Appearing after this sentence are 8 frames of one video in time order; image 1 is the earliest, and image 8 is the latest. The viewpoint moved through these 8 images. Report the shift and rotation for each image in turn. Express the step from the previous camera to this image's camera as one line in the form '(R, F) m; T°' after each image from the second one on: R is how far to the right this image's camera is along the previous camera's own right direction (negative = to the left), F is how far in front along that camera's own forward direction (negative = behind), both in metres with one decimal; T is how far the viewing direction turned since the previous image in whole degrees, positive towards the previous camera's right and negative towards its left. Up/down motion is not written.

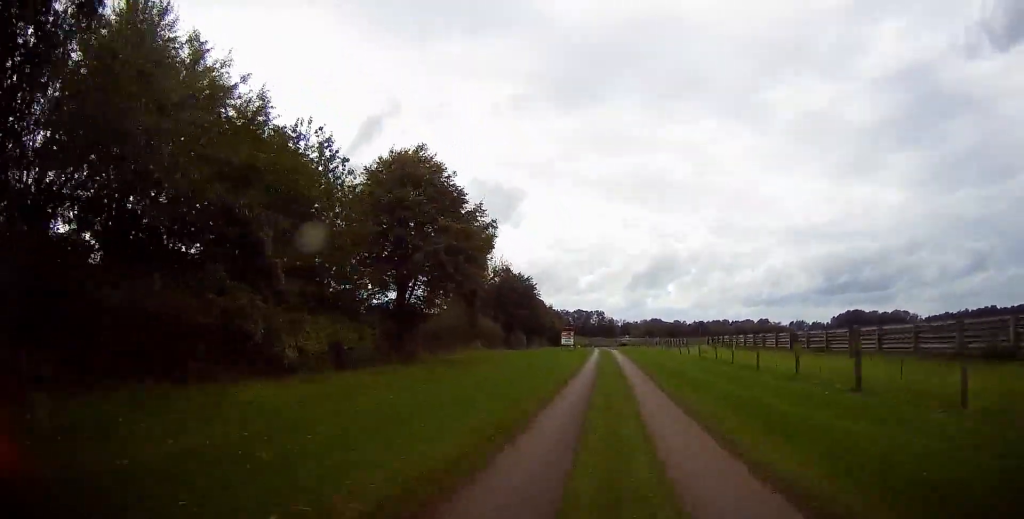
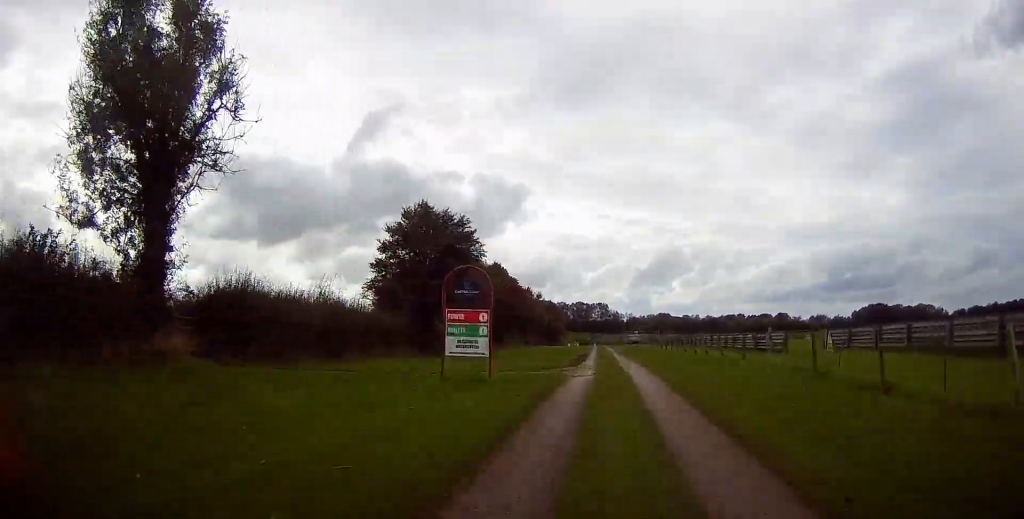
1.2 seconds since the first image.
(0.0, +36.9) m; 0°
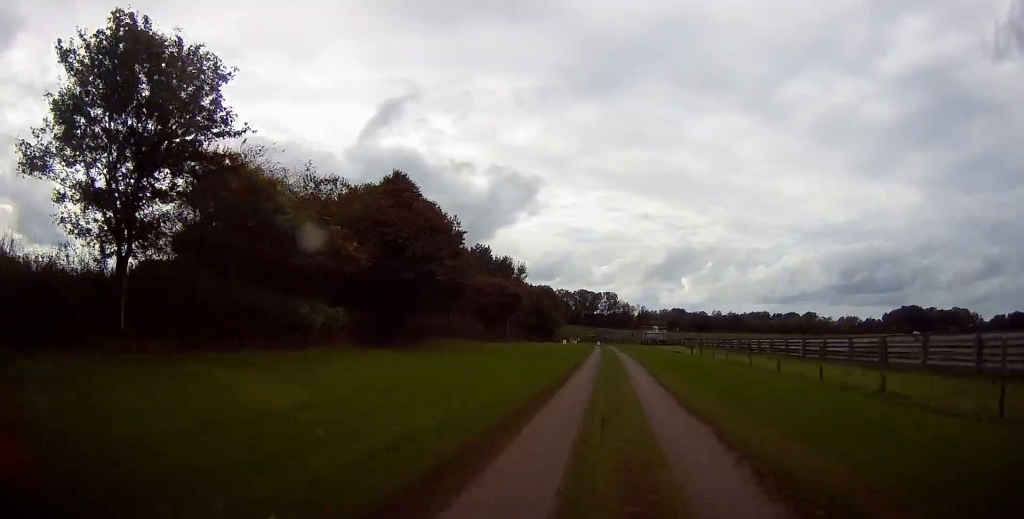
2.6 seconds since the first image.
(-0.1, +42.4) m; 0°
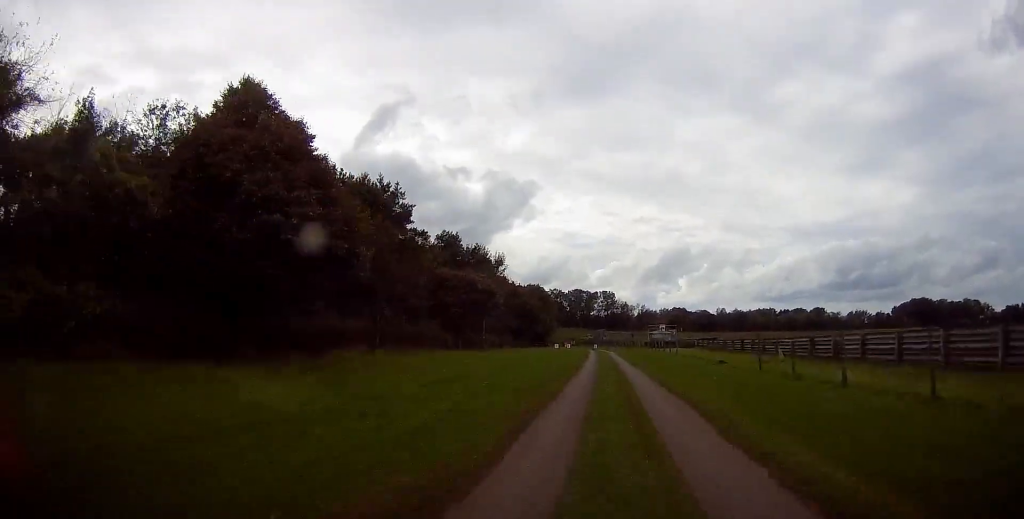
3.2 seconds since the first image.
(0.0, +16.9) m; 0°
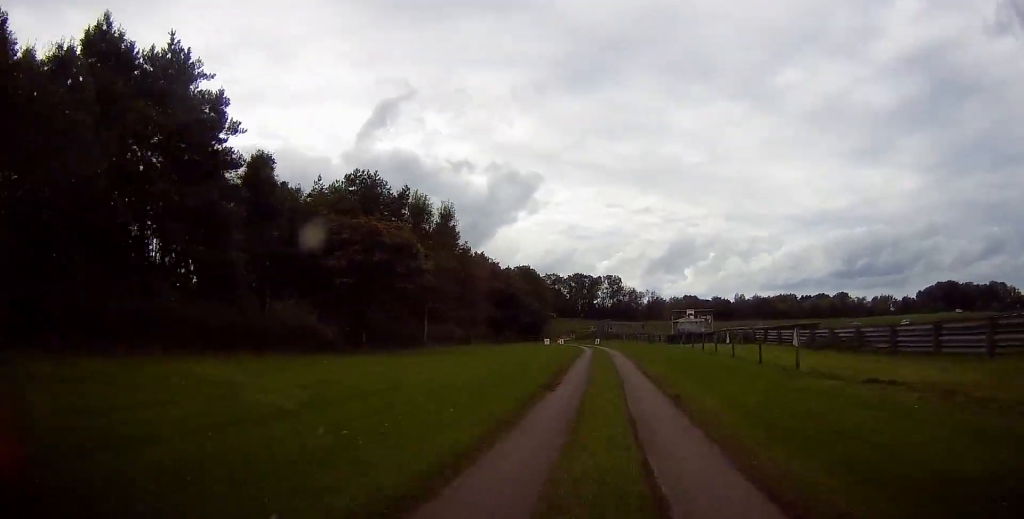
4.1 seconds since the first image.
(0.0, +28.3) m; -1°
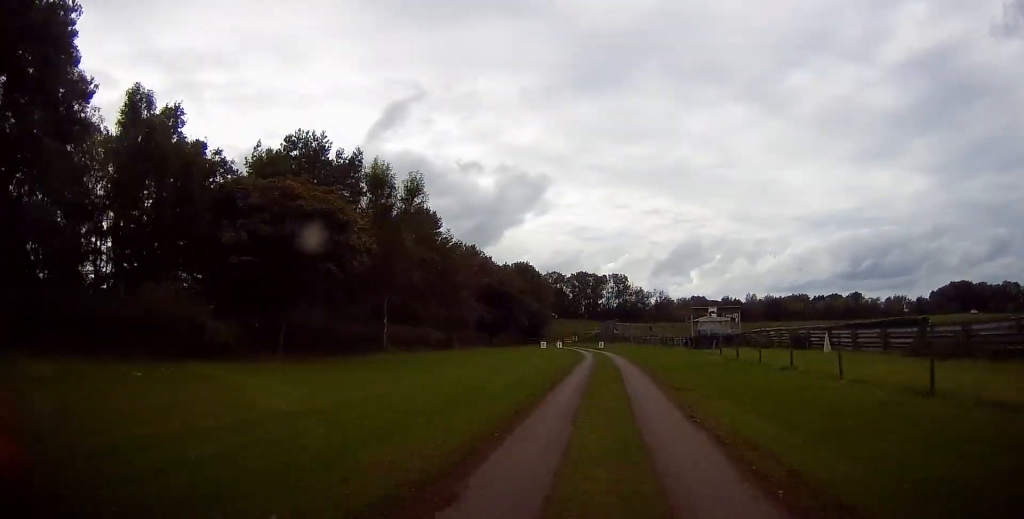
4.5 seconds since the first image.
(-0.3, +11.2) m; -1°
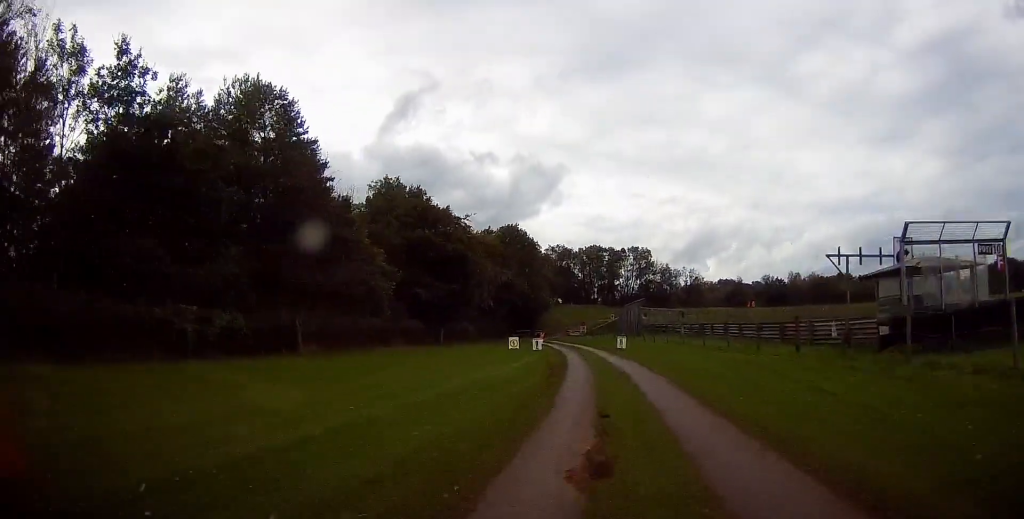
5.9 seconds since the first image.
(-0.4, +35.6) m; 0°
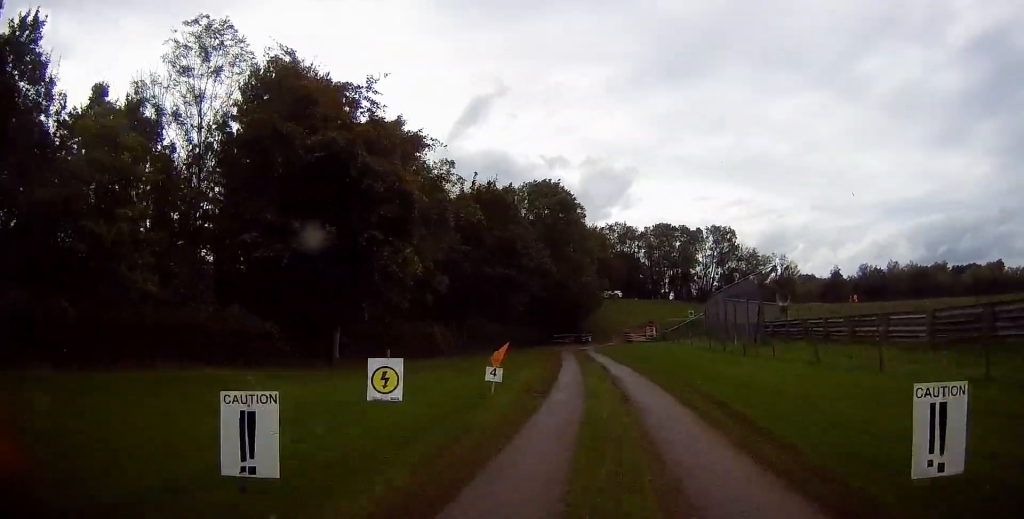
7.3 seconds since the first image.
(-0.5, +31.7) m; -4°
